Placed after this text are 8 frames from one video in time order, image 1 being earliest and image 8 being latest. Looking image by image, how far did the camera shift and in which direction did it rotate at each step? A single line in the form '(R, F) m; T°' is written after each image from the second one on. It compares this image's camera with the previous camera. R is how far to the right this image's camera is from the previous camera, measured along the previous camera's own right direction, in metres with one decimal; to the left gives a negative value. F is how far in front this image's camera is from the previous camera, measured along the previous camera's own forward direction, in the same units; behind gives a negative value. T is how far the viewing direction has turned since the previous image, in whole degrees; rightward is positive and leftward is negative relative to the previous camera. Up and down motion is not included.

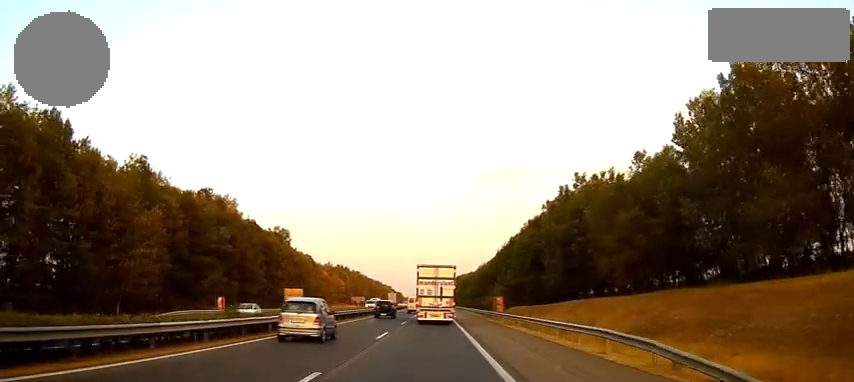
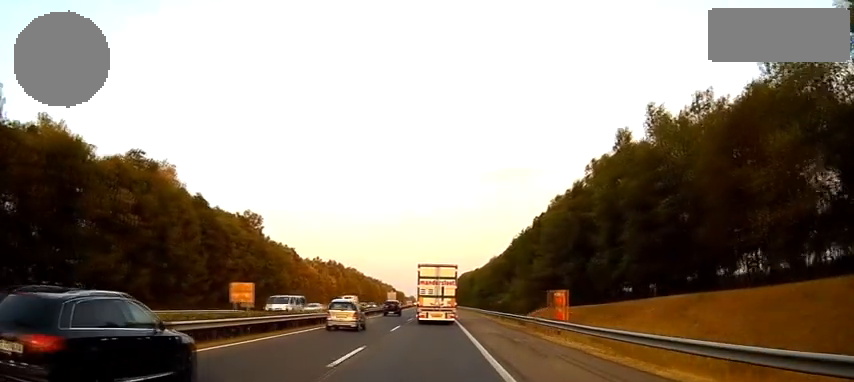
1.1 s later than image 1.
(0.0, +28.6) m; 0°
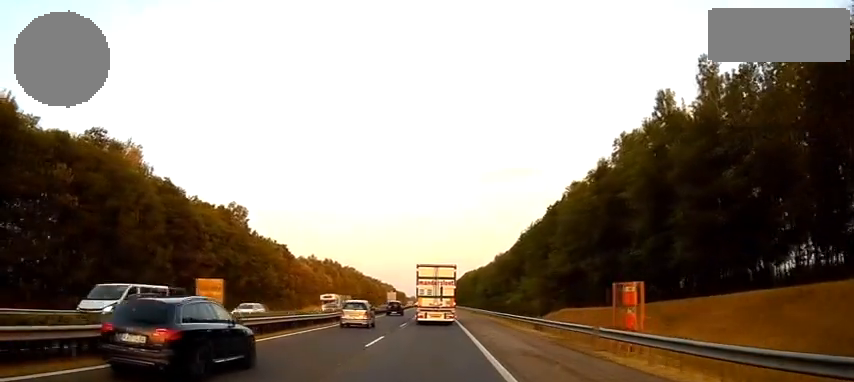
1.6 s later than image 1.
(0.0, +11.2) m; 0°
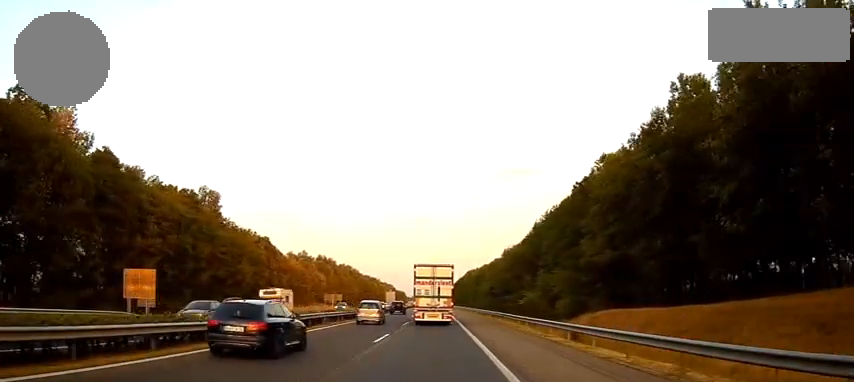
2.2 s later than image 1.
(0.0, +16.2) m; 0°
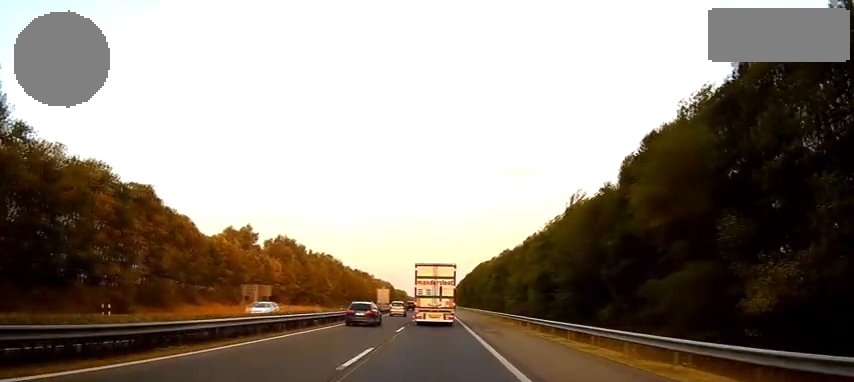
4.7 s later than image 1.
(-0.2, +62.7) m; 0°
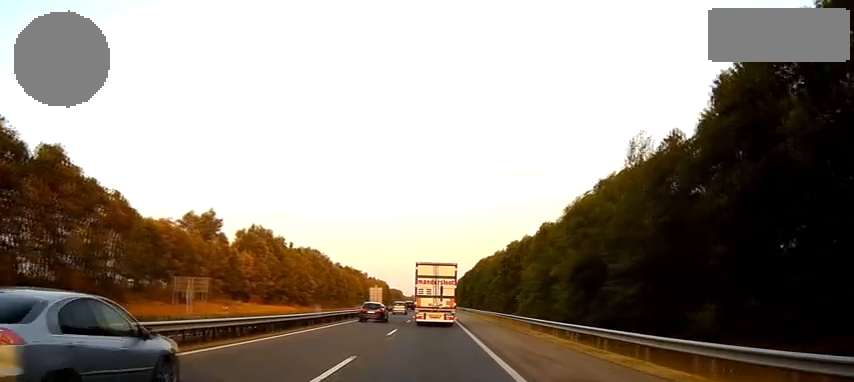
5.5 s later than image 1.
(0.0, +21.5) m; 0°
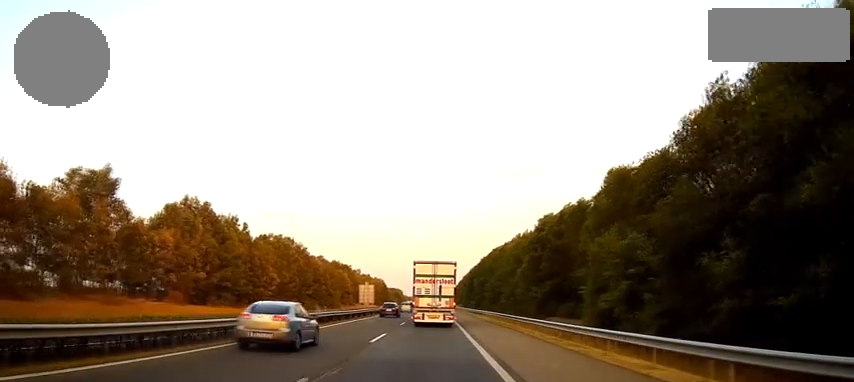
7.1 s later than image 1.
(+0.1, +41.1) m; 0°
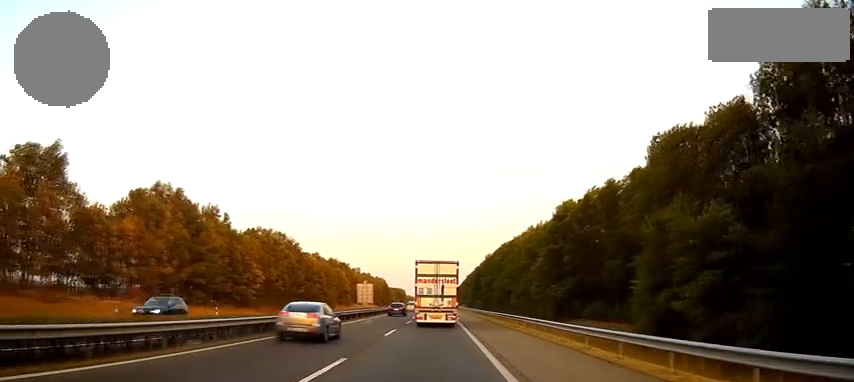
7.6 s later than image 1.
(-0.1, +13.5) m; 0°
